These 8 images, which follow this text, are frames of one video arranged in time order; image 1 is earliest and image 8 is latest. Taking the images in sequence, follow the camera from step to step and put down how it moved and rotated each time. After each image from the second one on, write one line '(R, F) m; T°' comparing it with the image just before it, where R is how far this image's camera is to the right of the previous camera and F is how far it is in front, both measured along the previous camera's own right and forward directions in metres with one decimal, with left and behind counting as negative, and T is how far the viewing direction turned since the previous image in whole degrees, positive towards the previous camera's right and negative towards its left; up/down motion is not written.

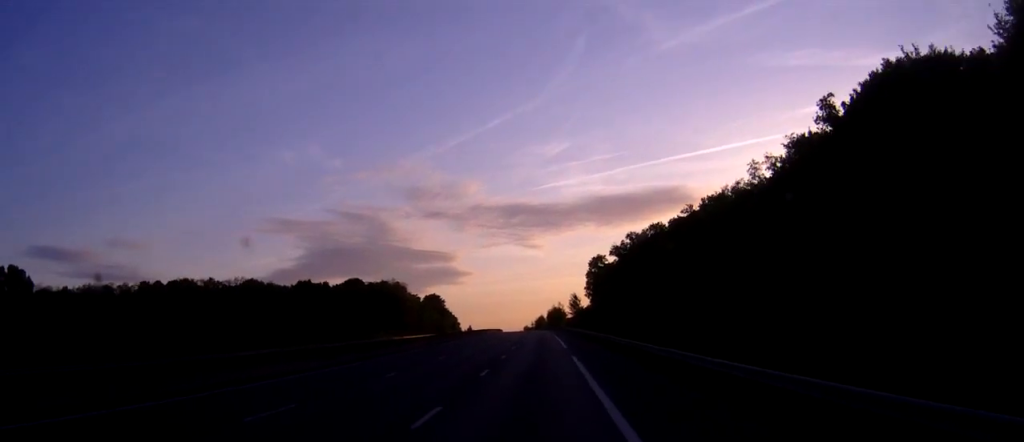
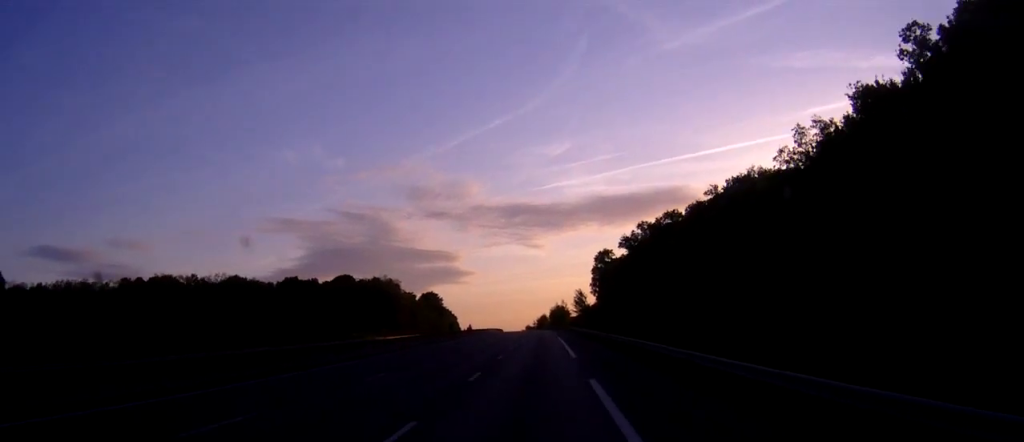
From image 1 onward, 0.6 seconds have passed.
(0.0, +15.7) m; 0°
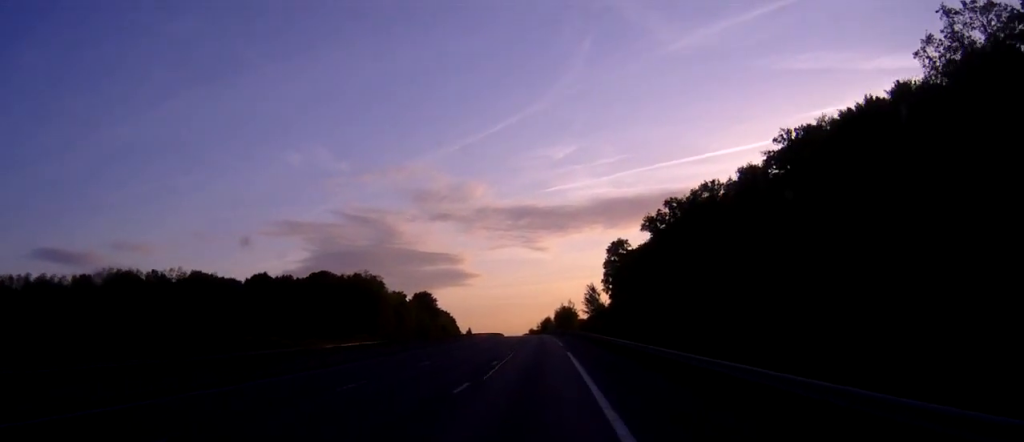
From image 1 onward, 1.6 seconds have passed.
(+0.1, +29.4) m; -1°
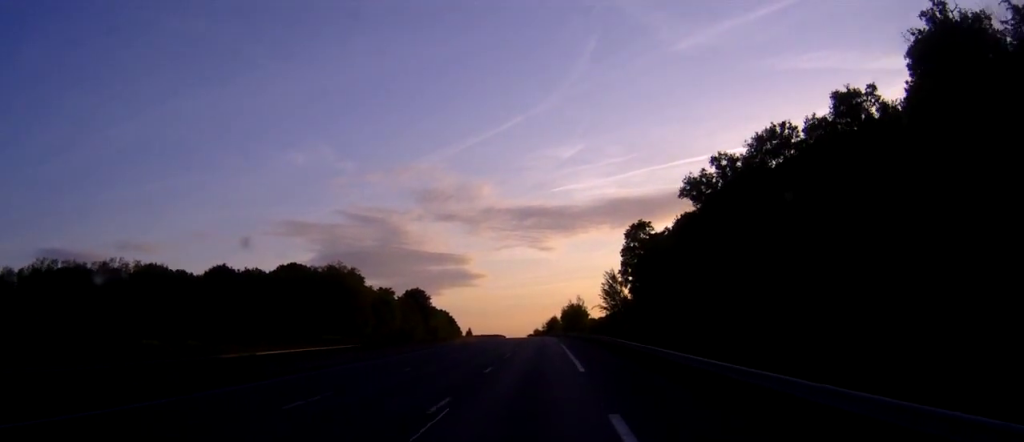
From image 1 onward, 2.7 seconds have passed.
(-0.4, +30.1) m; -1°
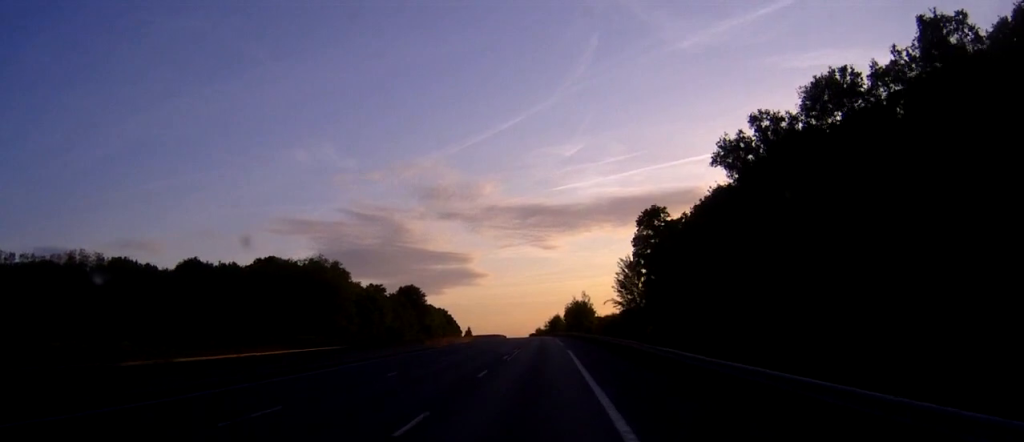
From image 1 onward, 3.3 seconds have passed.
(+0.1, +16.3) m; 0°
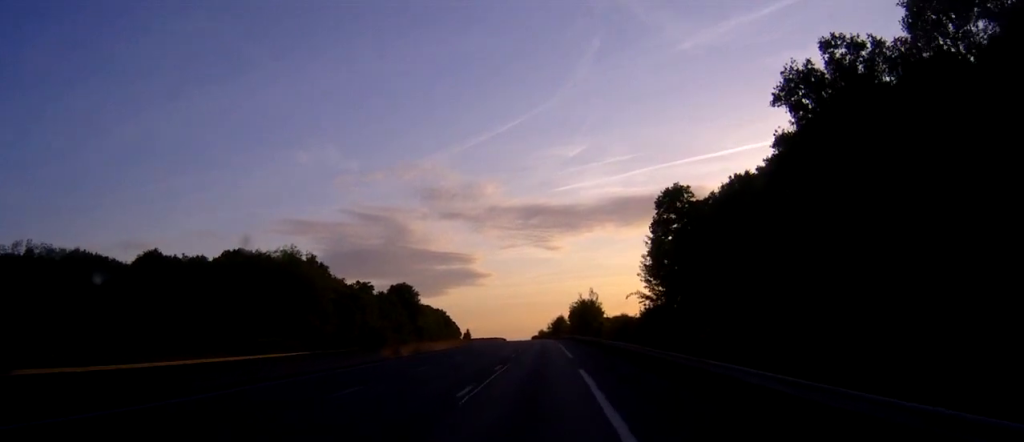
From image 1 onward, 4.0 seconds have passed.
(0.0, +18.9) m; 0°
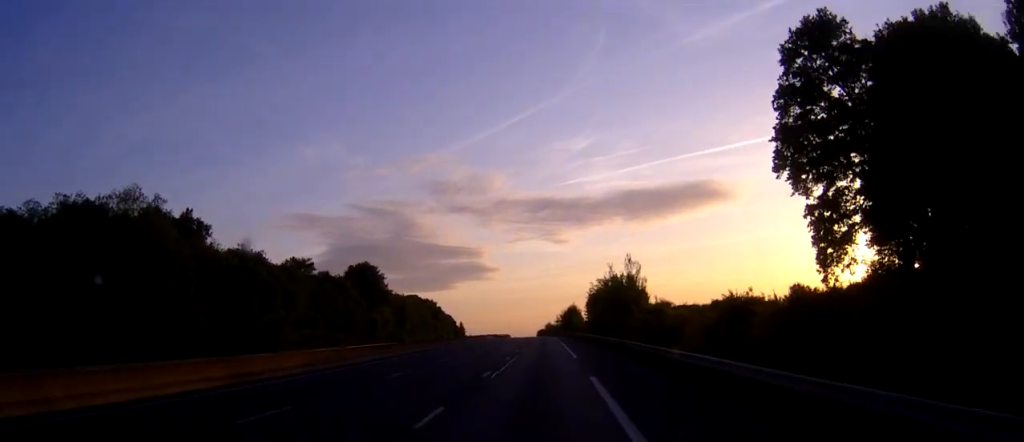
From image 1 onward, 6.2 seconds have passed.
(-0.4, +58.2) m; -1°
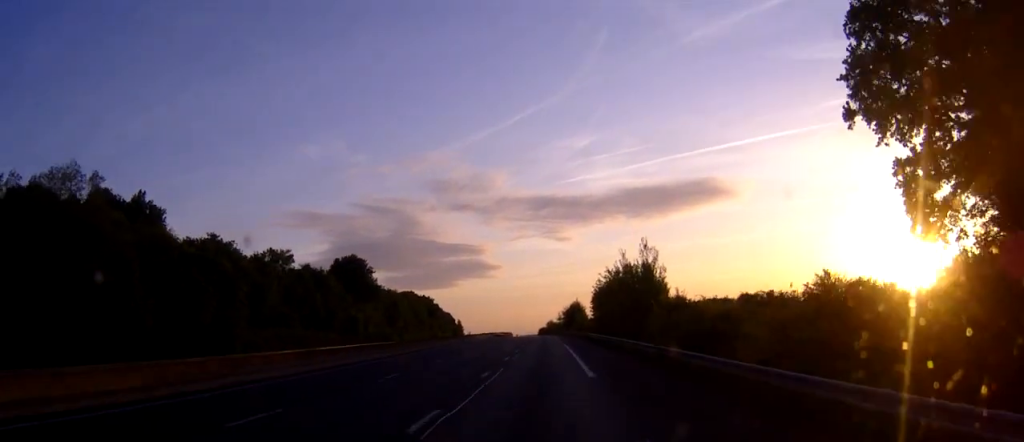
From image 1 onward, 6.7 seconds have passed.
(0.0, +13.4) m; 0°
